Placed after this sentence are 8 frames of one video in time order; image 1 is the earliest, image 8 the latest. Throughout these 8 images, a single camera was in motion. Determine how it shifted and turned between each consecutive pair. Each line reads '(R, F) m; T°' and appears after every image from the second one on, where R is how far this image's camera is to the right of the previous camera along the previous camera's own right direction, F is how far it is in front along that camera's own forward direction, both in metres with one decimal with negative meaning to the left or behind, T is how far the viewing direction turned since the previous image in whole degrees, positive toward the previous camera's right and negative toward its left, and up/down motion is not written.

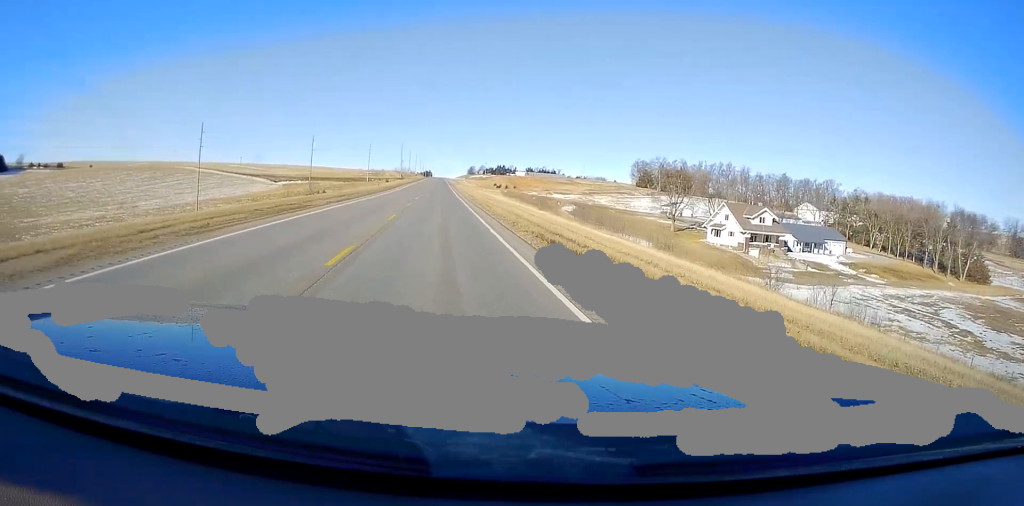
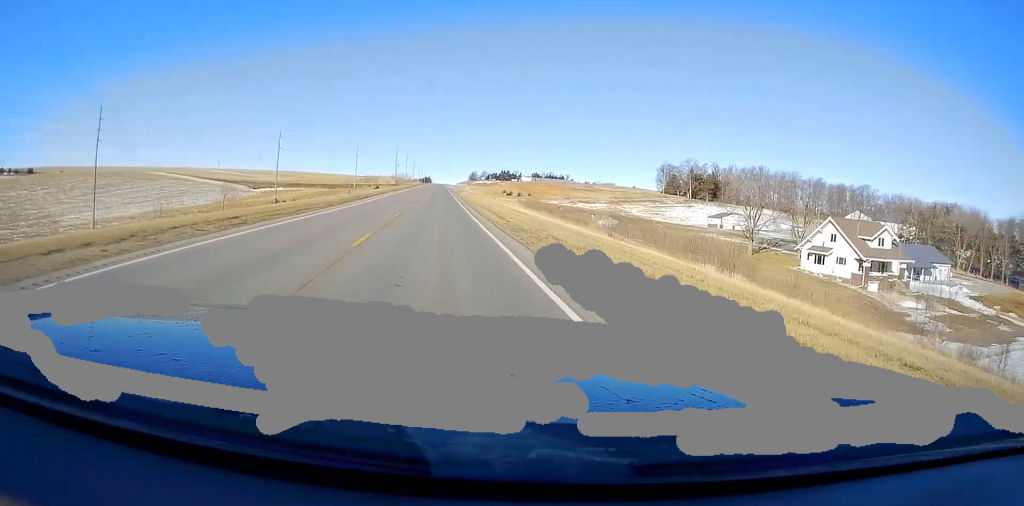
(0.0, +32.8) m; 0°
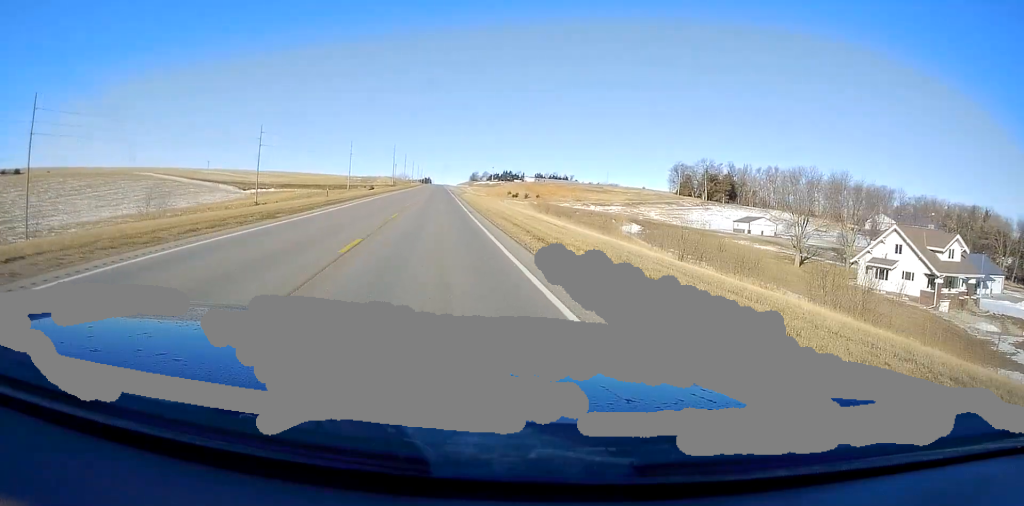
(0.0, +13.5) m; 0°
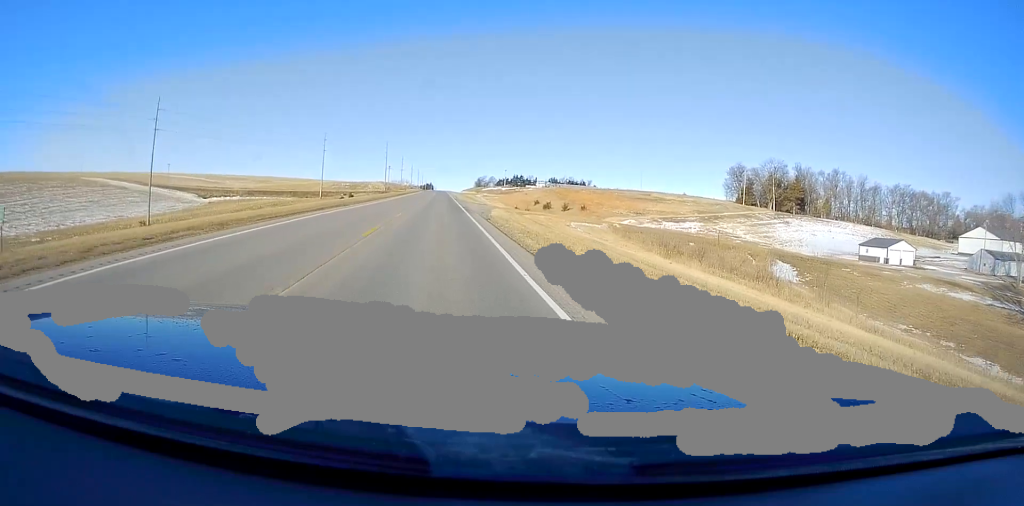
(0.0, +44.6) m; 0°
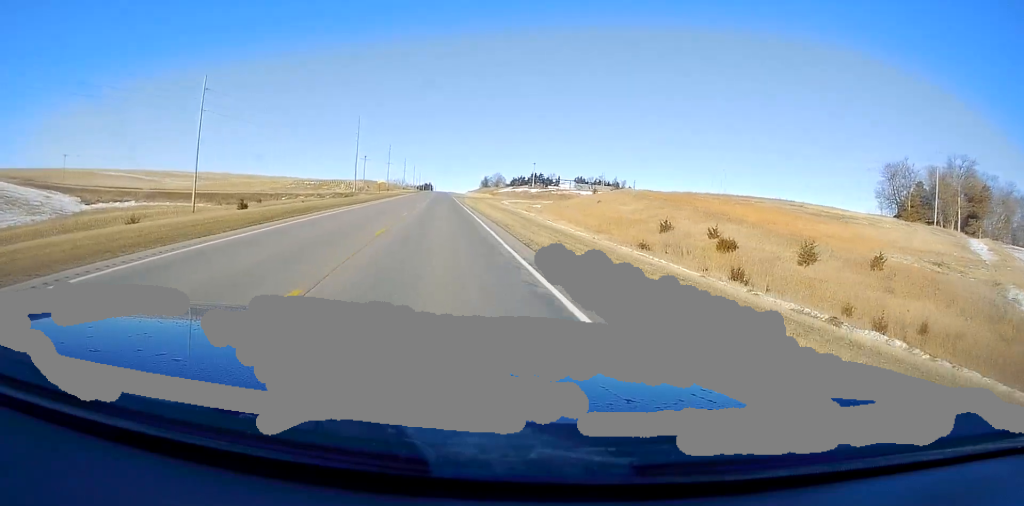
(0.0, +72.7) m; 0°
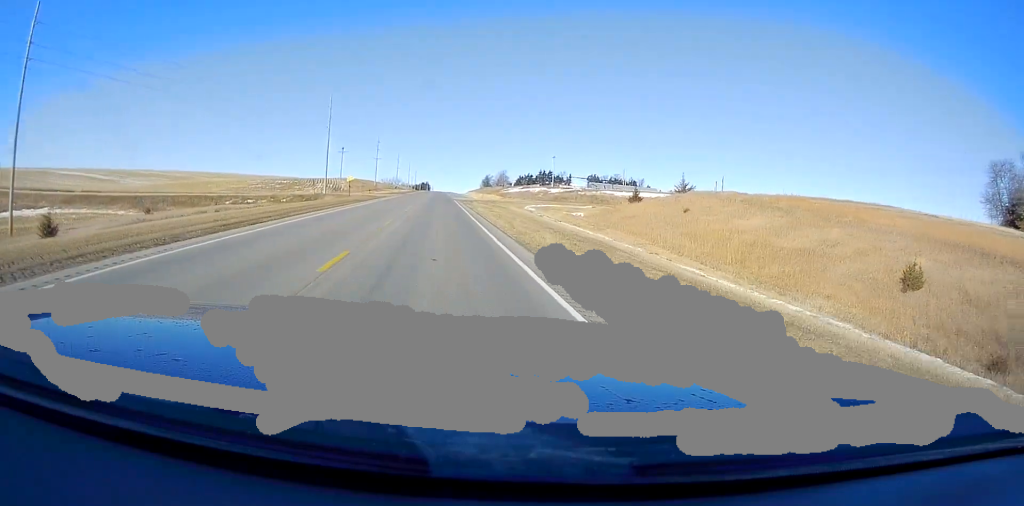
(0.0, +31.8) m; 0°
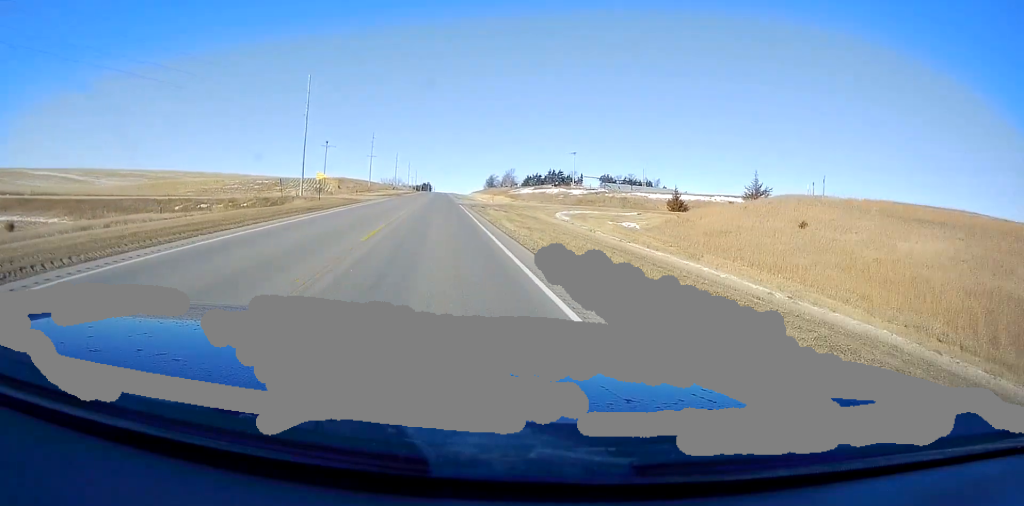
(0.0, +18.9) m; 0°
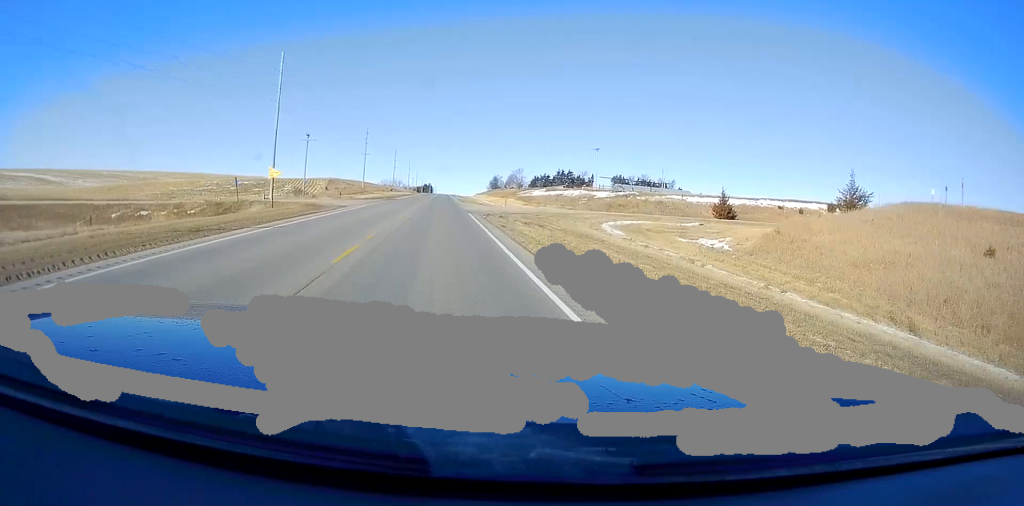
(0.0, +15.9) m; 0°
